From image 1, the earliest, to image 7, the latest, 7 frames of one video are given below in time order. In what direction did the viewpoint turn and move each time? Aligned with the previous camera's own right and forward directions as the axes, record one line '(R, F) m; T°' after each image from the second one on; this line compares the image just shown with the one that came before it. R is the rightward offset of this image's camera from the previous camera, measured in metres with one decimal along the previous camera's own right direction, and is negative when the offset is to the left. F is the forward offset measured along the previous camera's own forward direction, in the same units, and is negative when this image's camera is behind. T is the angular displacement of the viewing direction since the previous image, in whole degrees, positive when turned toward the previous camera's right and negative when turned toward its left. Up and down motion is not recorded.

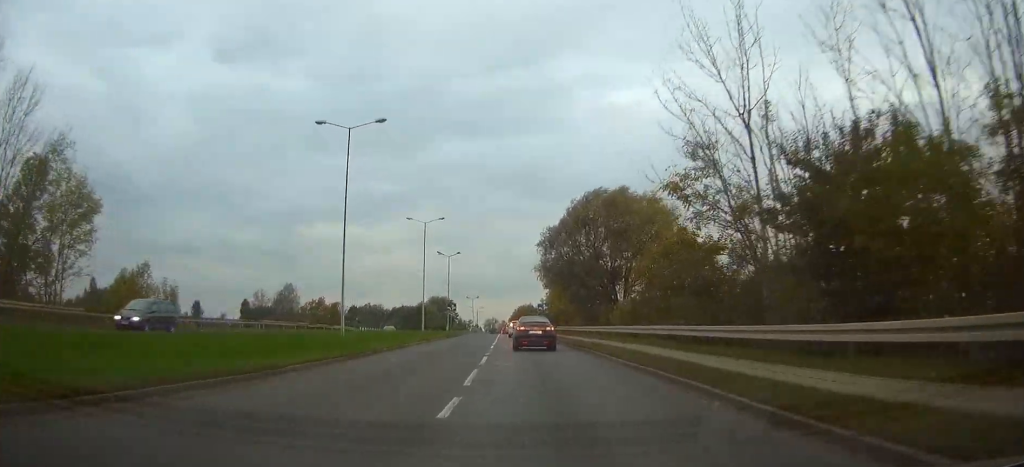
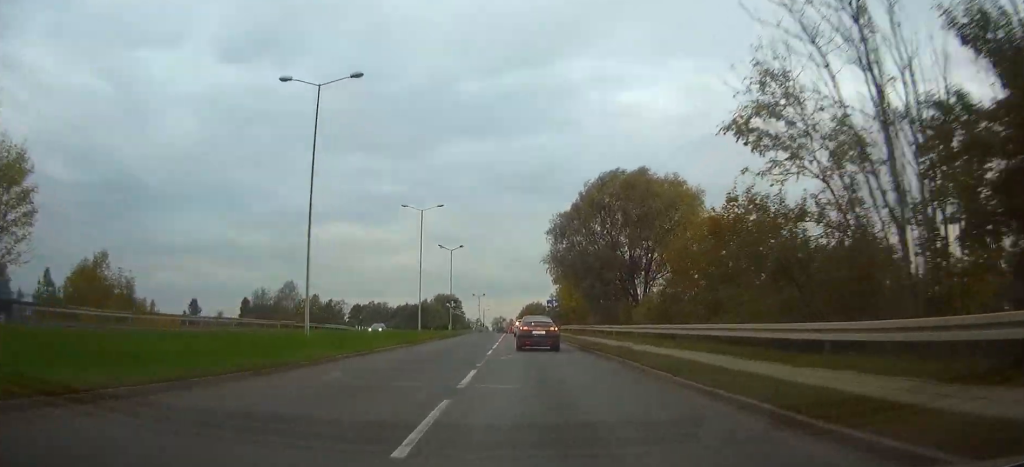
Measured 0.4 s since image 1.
(0.0, +6.8) m; 0°
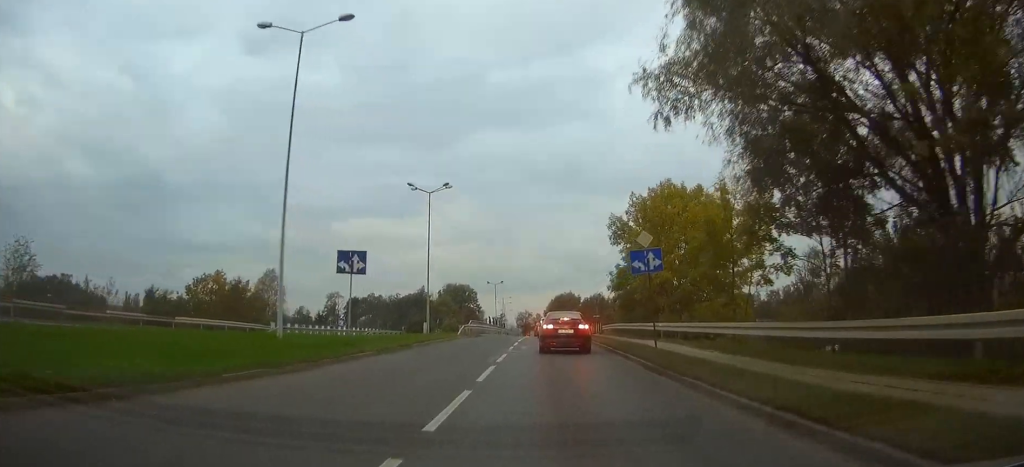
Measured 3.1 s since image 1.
(-1.1, +40.5) m; -2°
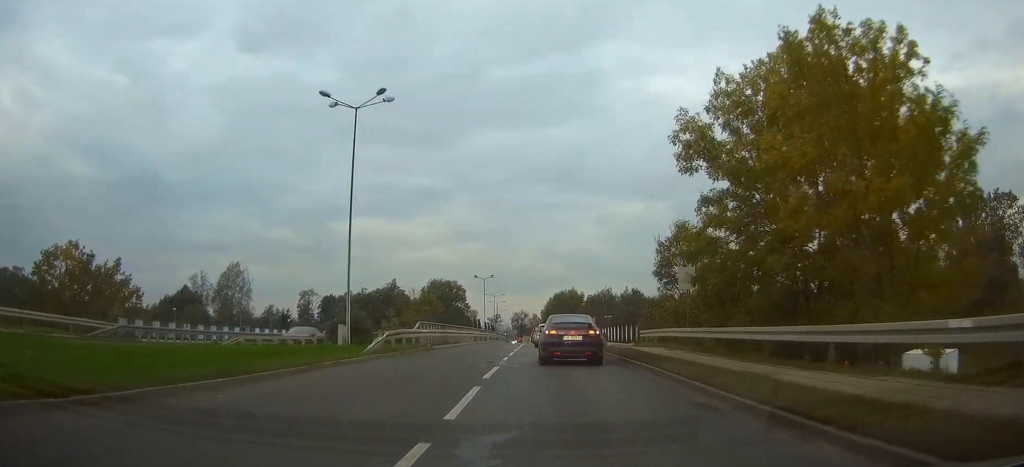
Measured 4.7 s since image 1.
(+0.1, +22.8) m; 0°
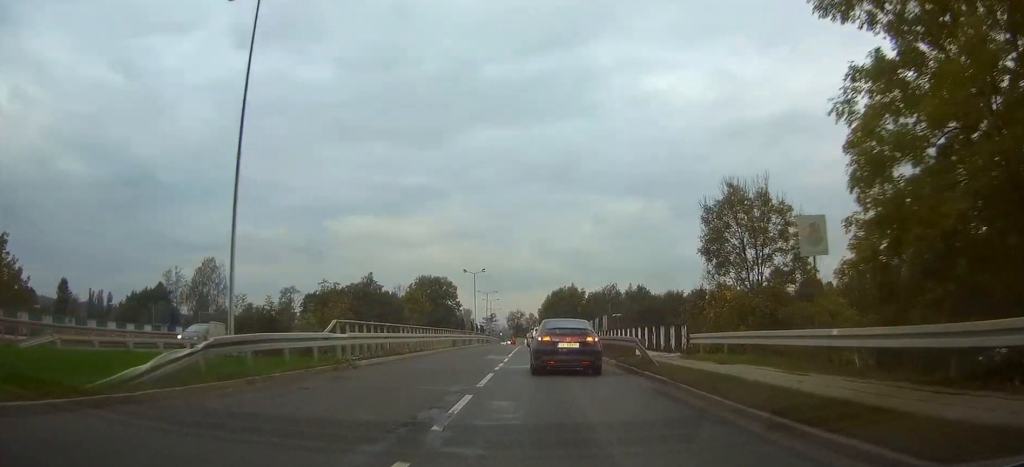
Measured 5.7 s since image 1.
(0.0, +13.0) m; 0°
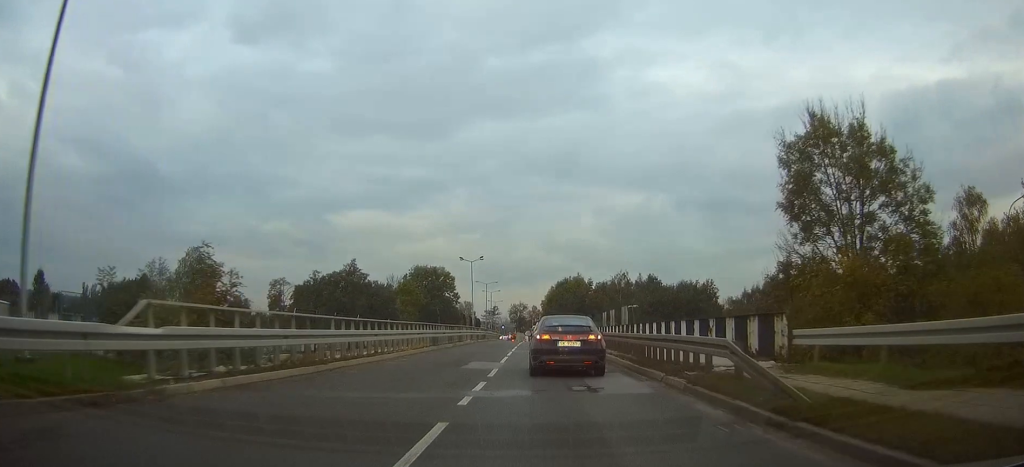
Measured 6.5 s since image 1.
(0.0, +9.9) m; 0°
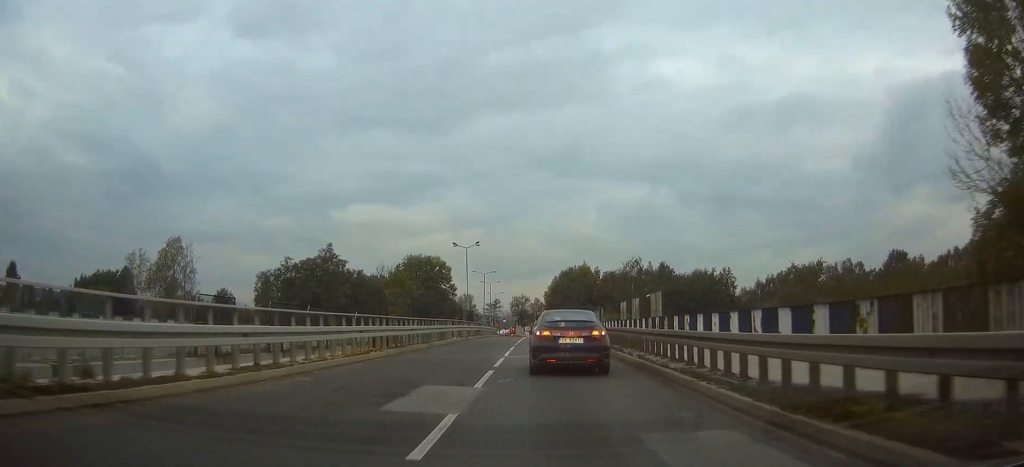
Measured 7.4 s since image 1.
(0.0, +10.3) m; 0°
